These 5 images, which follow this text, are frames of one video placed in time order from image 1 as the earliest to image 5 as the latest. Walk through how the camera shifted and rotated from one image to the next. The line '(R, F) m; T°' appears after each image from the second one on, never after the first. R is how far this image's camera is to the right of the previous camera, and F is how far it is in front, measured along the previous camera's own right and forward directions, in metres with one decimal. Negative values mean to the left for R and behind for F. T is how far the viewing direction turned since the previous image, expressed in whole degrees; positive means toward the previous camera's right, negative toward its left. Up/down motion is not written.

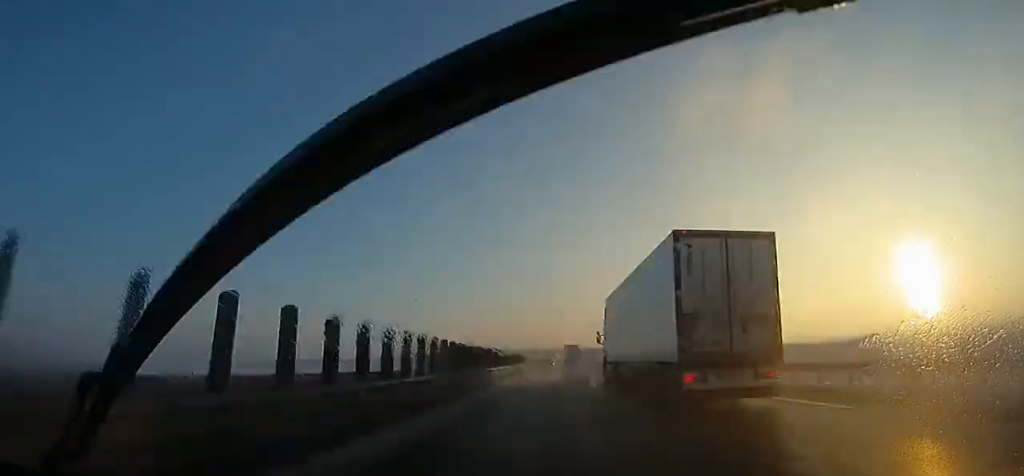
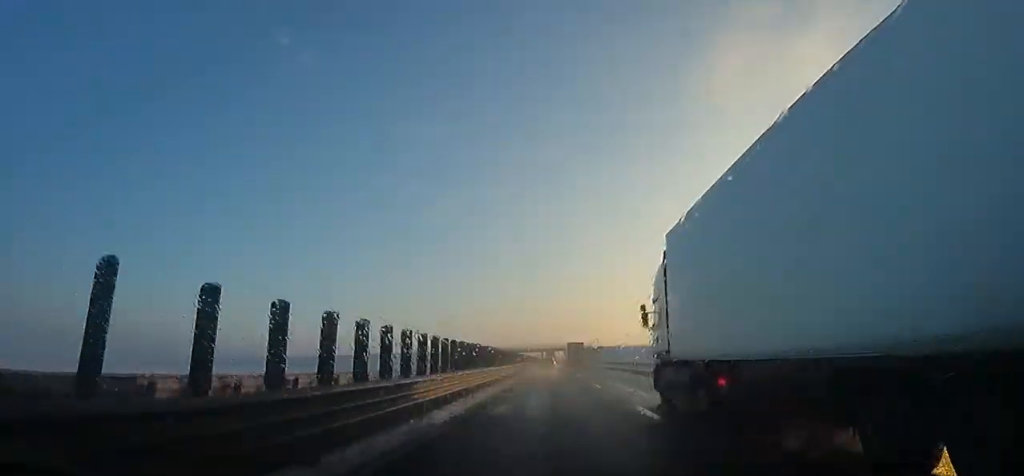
(+0.7, +48.5) m; +1°
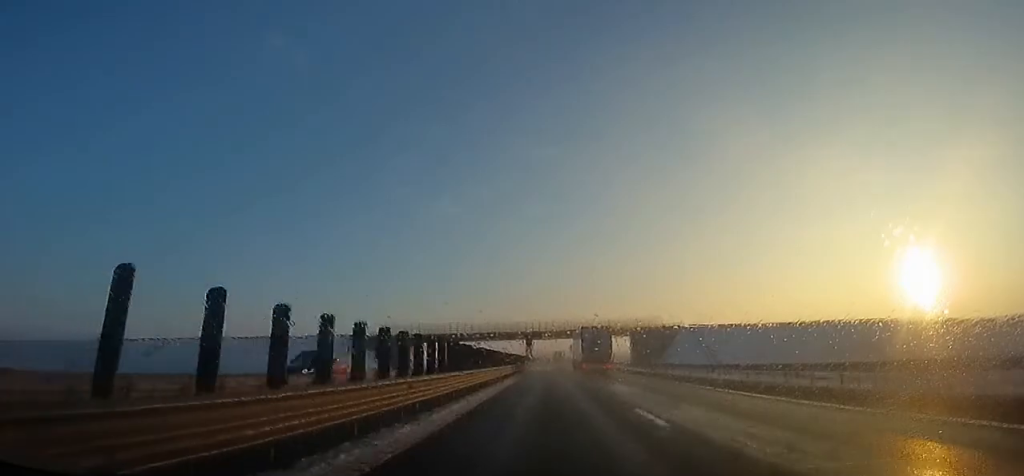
(+0.1, +169.3) m; 0°
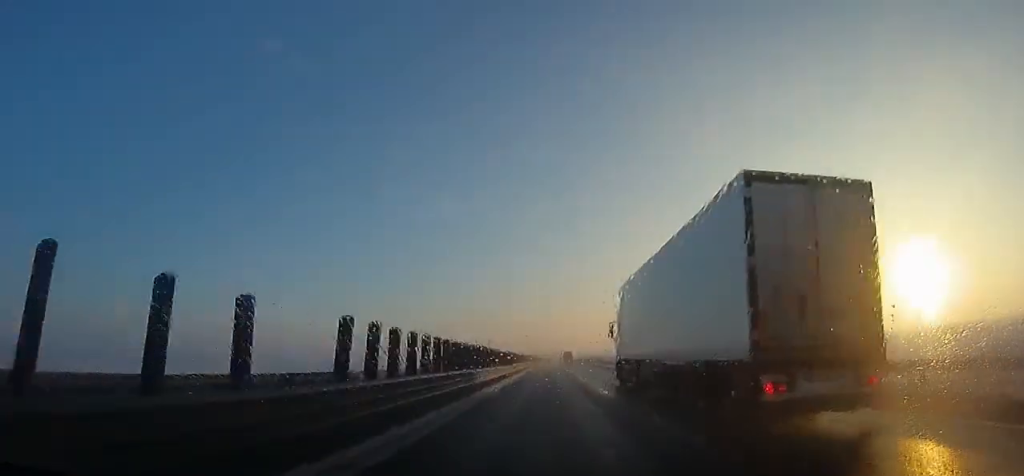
(0.0, +147.3) m; 0°
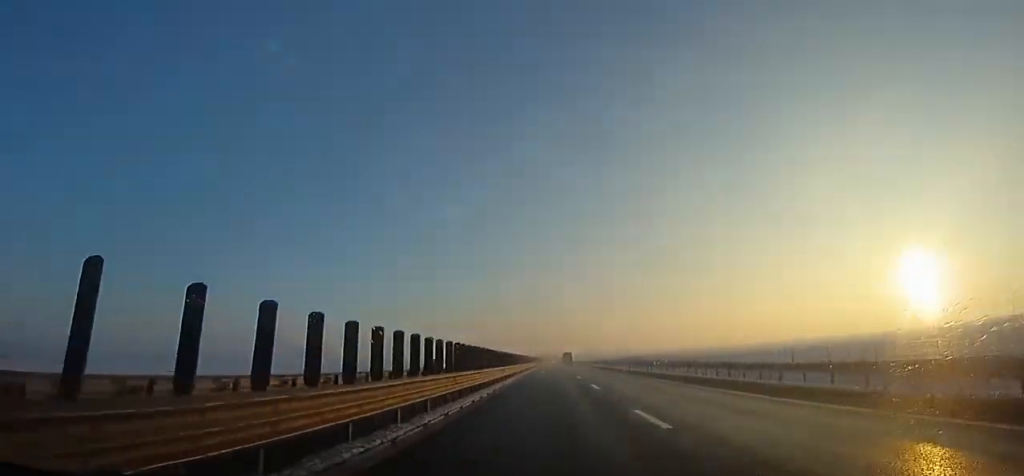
(-0.2, +93.7) m; 0°
